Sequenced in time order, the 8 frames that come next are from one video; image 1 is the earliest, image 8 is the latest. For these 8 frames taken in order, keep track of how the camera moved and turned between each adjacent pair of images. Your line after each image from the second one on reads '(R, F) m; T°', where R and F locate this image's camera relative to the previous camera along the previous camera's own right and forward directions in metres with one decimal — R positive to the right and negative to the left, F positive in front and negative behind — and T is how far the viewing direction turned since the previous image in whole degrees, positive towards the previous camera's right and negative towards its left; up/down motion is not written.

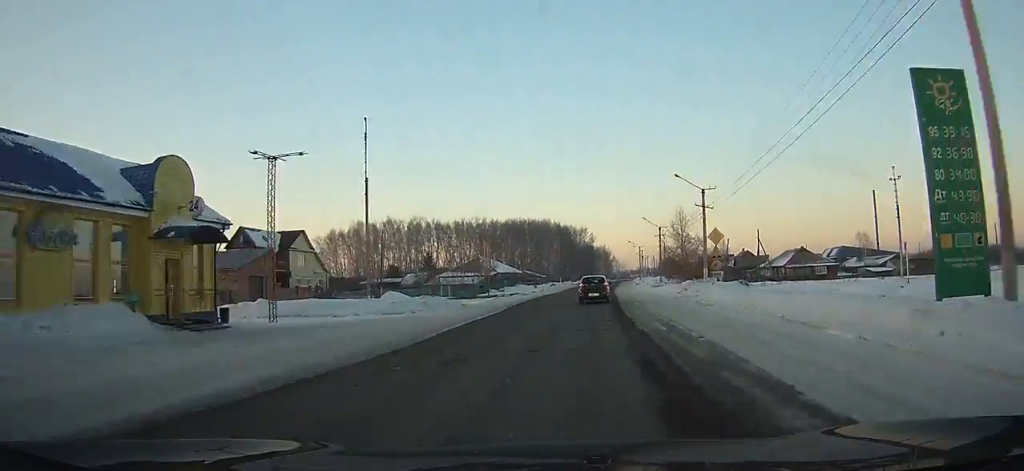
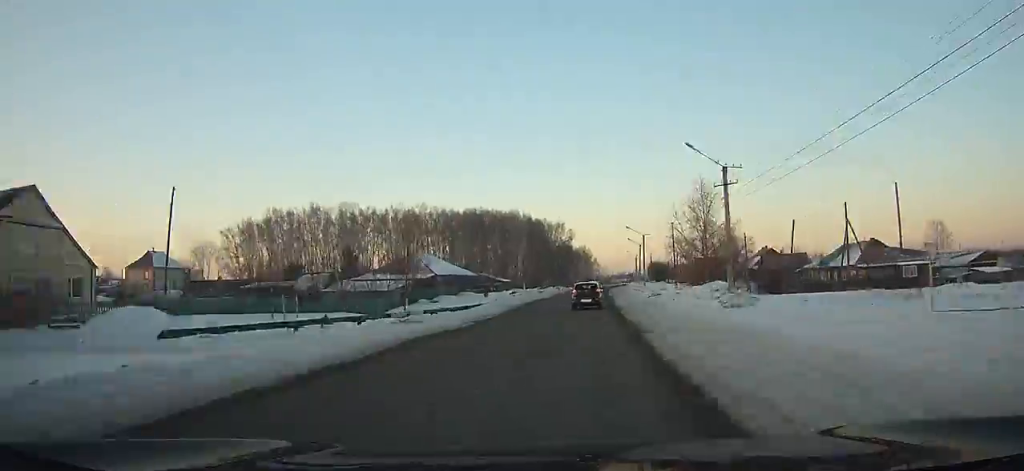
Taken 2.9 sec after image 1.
(+0.8, +39.4) m; +2°
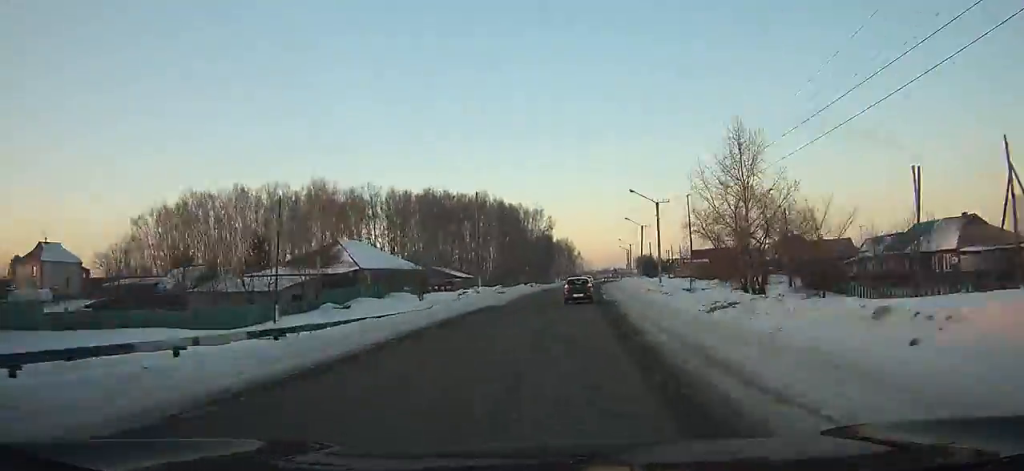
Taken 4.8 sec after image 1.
(+0.3, +25.6) m; +1°
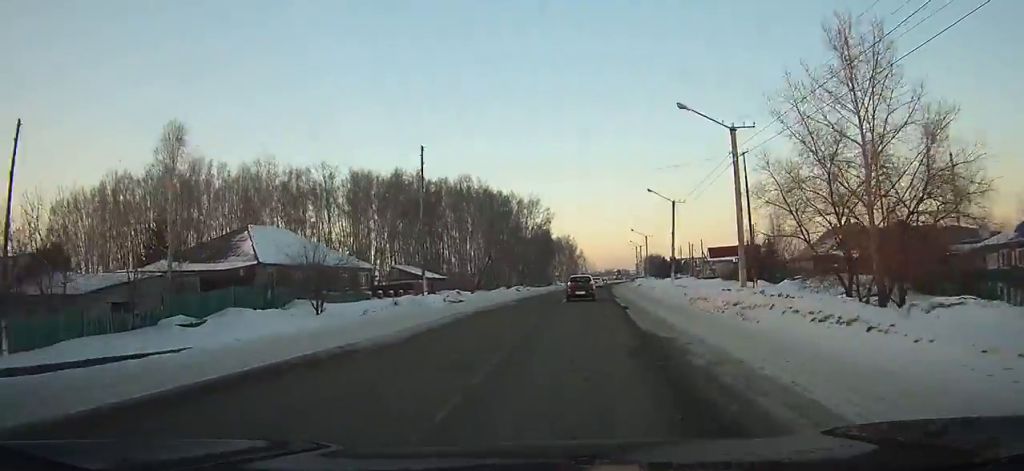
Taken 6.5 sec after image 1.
(+0.1, +22.8) m; +1°
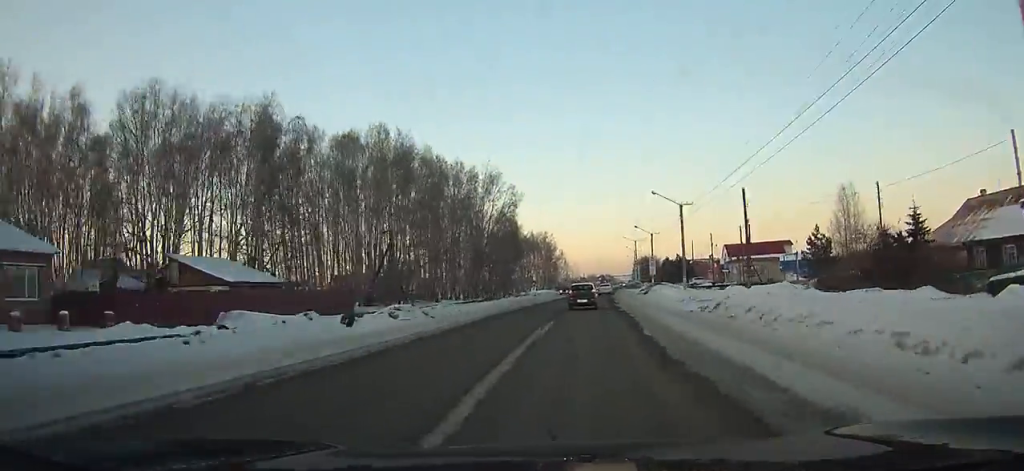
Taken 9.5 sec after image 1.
(+0.5, +39.9) m; +2°
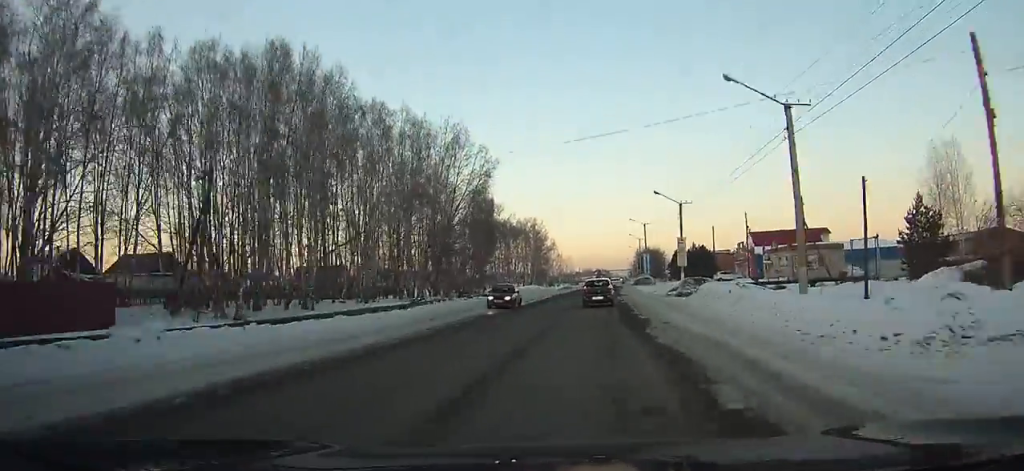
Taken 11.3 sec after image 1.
(+0.2, +23.6) m; +1°
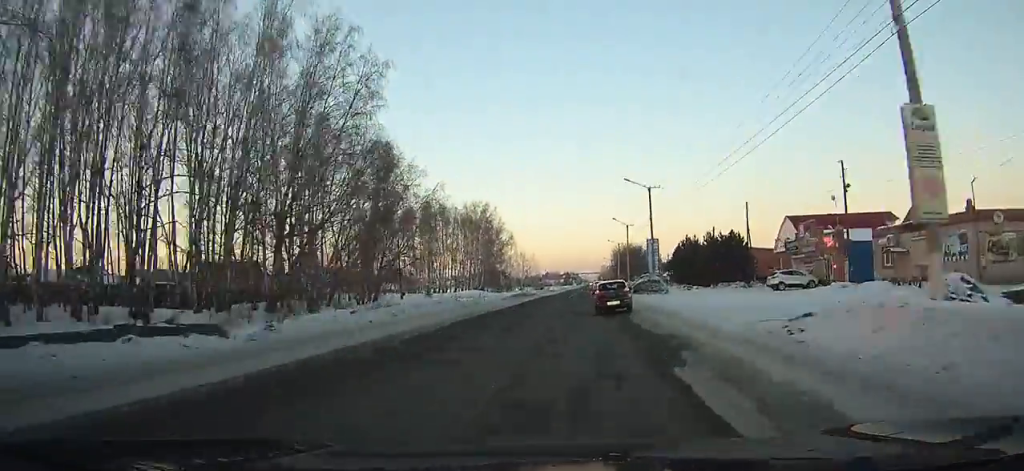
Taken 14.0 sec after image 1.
(+0.6, +34.9) m; +1°
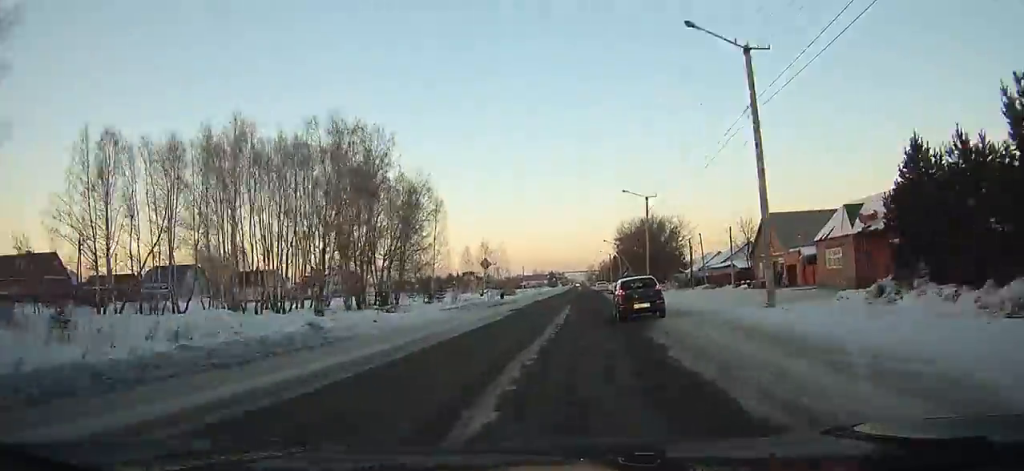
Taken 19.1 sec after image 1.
(+0.8, +64.6) m; +2°
